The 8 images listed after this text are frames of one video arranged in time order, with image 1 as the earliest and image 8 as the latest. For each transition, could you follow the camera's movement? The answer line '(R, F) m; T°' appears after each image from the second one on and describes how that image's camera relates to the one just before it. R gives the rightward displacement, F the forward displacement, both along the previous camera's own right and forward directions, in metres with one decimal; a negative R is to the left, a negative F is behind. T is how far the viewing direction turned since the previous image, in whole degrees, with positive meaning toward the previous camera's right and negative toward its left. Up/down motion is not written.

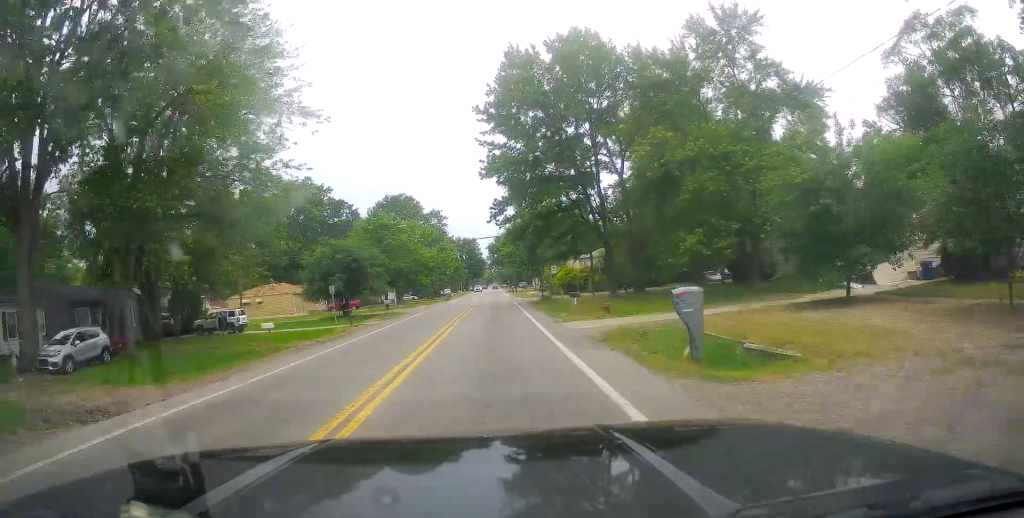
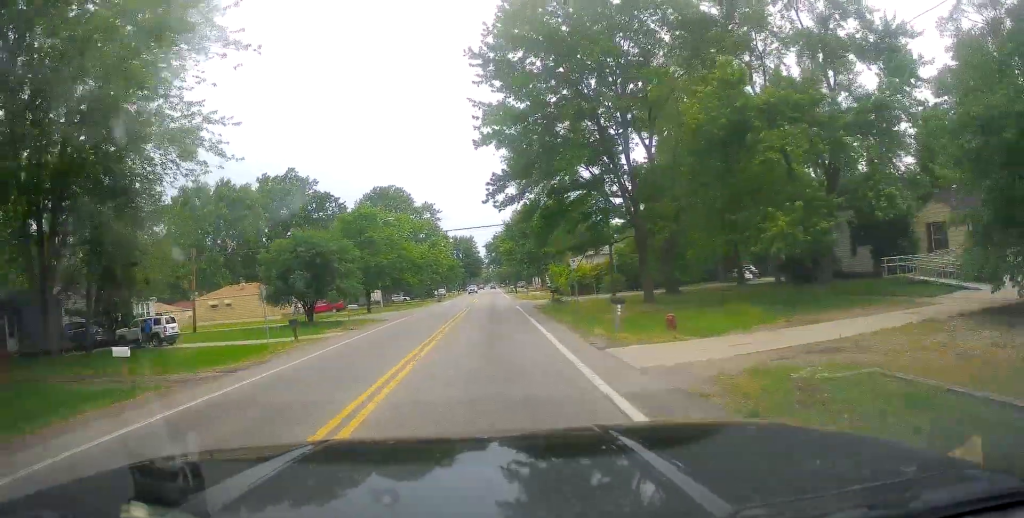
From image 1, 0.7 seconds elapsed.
(-0.3, +10.0) m; 0°
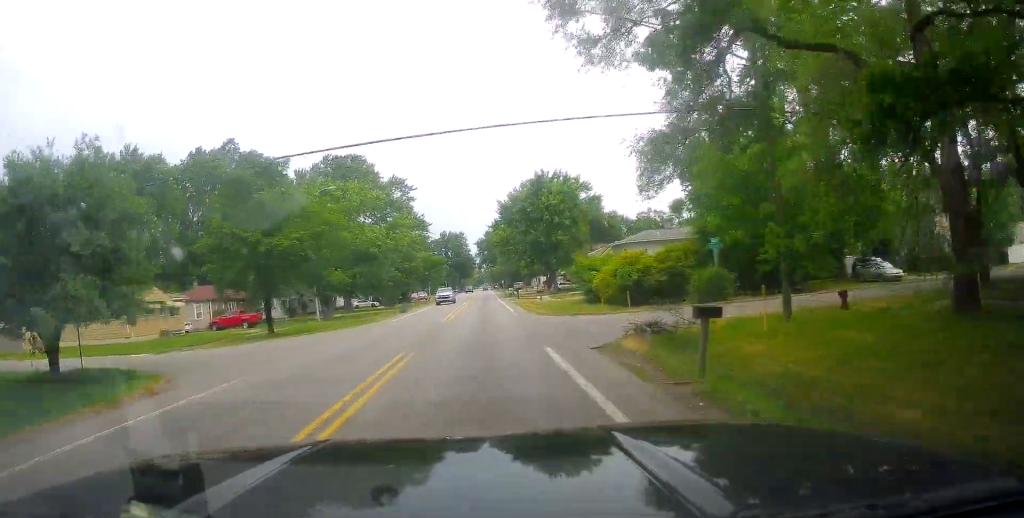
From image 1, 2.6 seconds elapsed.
(+0.7, +28.0) m; +2°
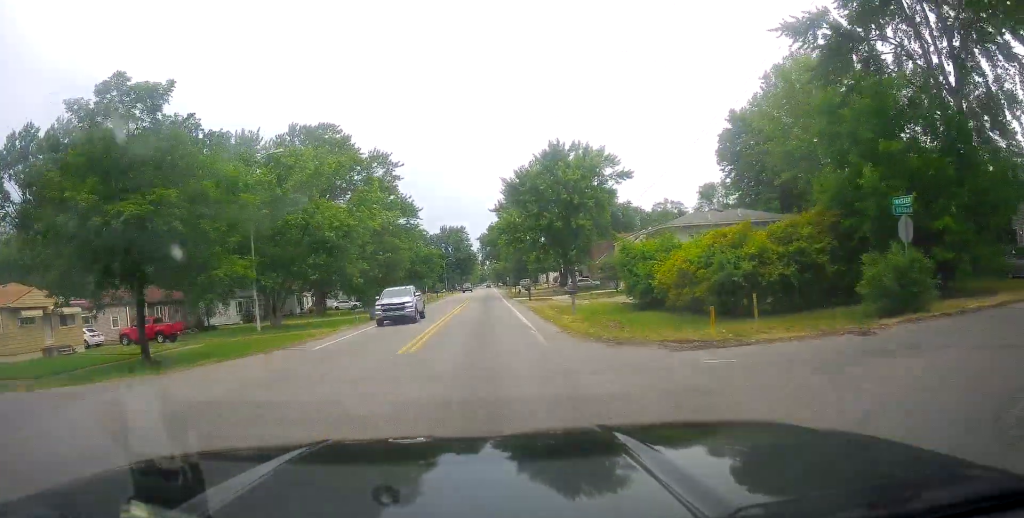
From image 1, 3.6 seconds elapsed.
(0.0, +15.0) m; -3°
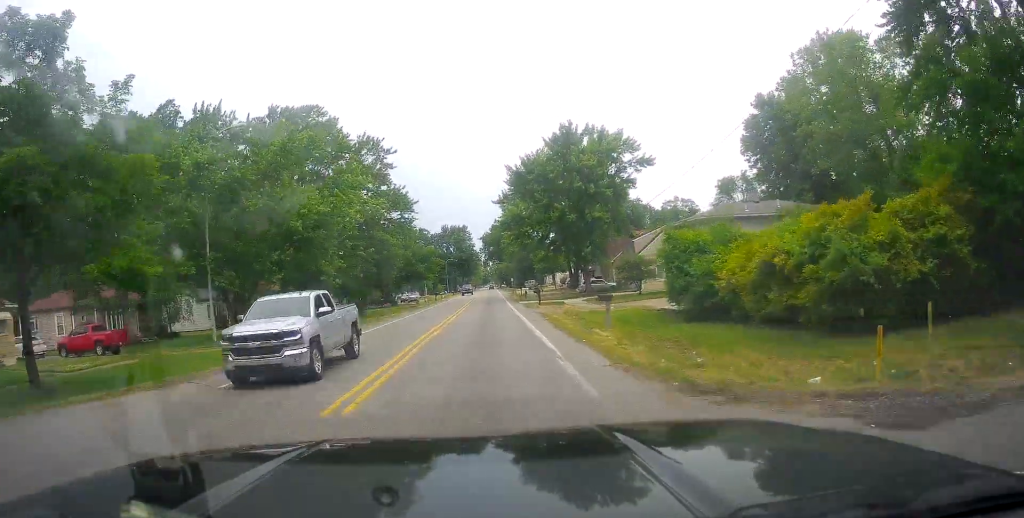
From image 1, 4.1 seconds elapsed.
(-0.3, +7.3) m; 0°
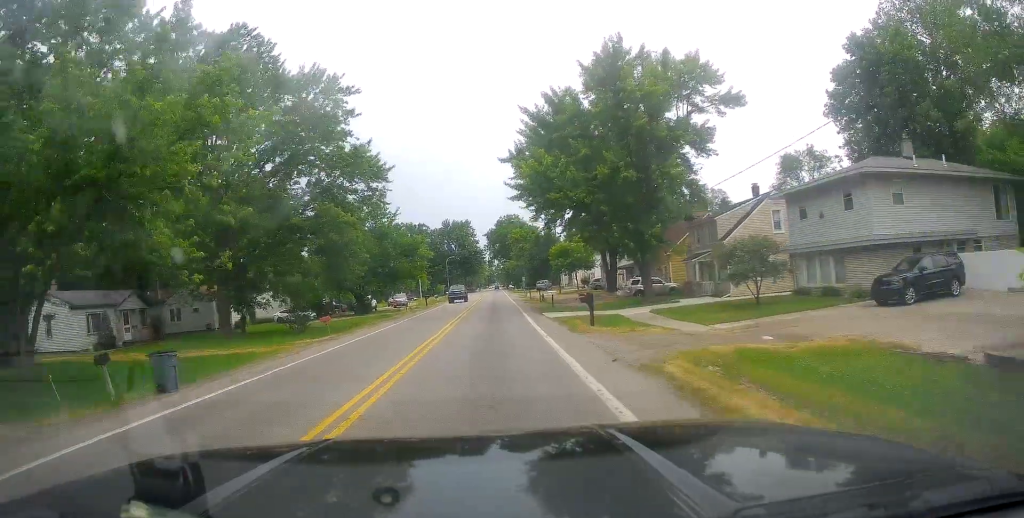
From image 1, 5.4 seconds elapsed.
(+0.1, +19.7) m; +2°
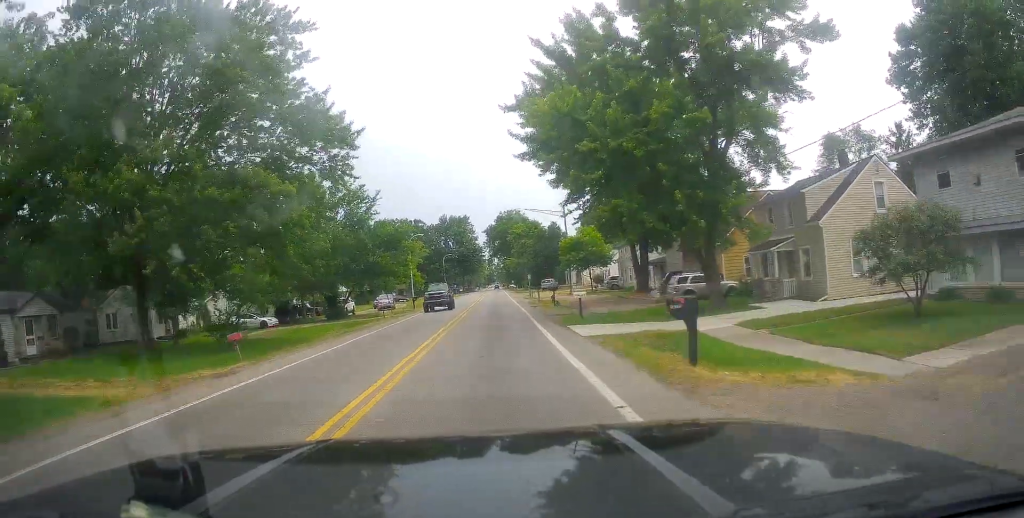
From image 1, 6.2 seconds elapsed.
(+0.2, +11.0) m; 0°
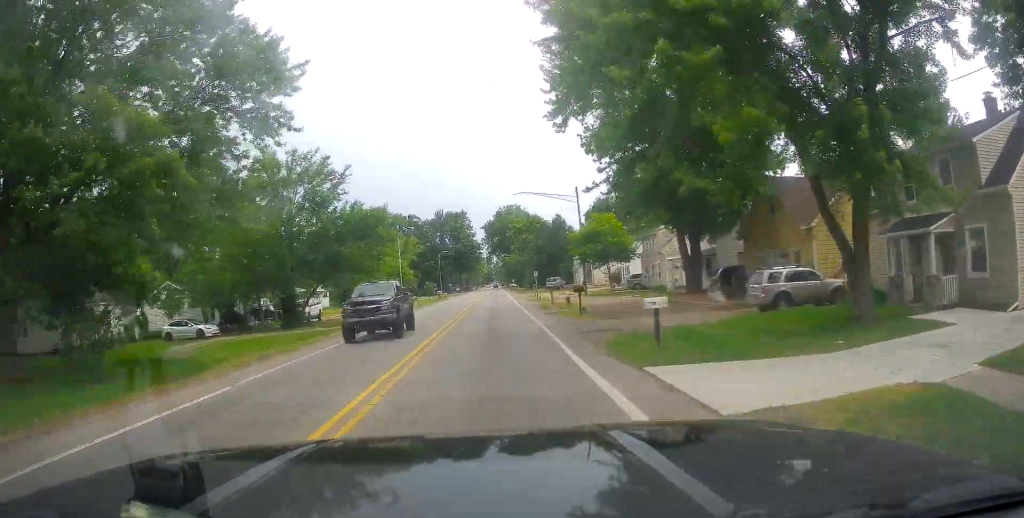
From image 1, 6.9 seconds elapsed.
(0.0, +11.1) m; -2°
